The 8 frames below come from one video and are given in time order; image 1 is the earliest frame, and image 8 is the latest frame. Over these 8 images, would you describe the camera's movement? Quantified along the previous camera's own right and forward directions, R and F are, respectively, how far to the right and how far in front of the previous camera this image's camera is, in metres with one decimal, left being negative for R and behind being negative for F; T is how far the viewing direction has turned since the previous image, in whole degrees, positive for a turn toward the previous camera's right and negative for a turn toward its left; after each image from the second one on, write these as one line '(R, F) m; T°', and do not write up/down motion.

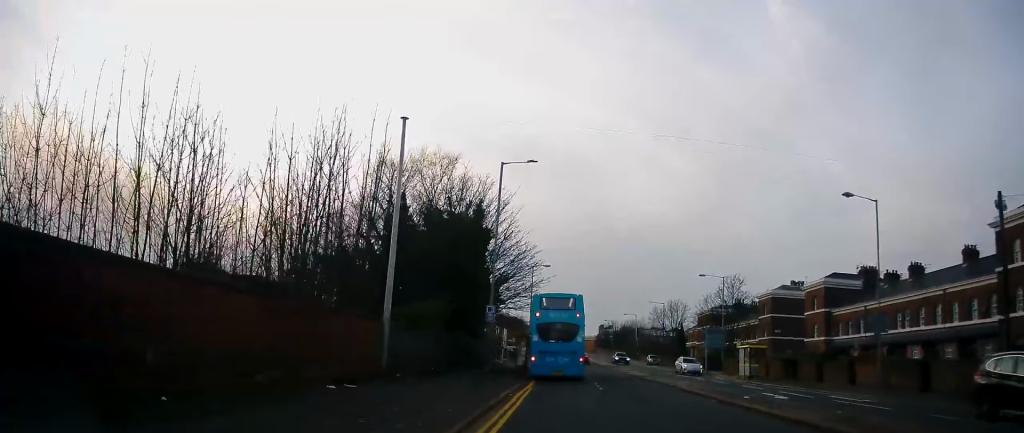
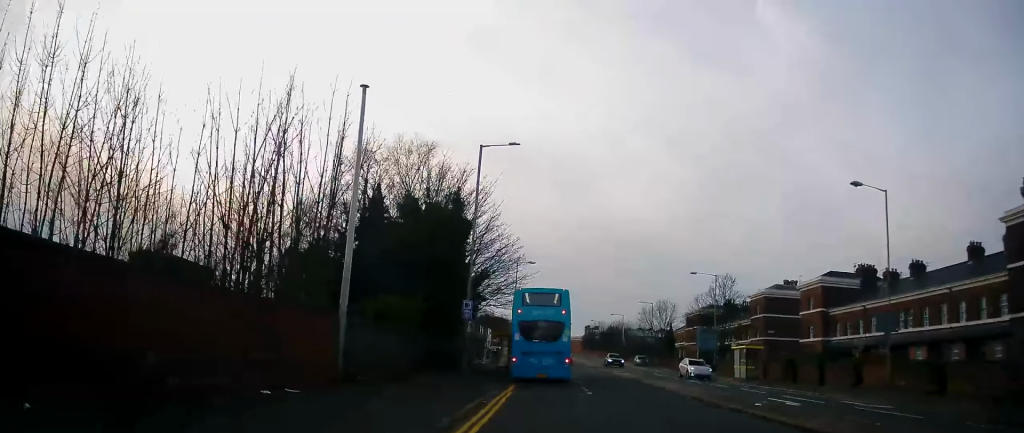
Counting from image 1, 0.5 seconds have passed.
(-0.3, +2.5) m; 0°
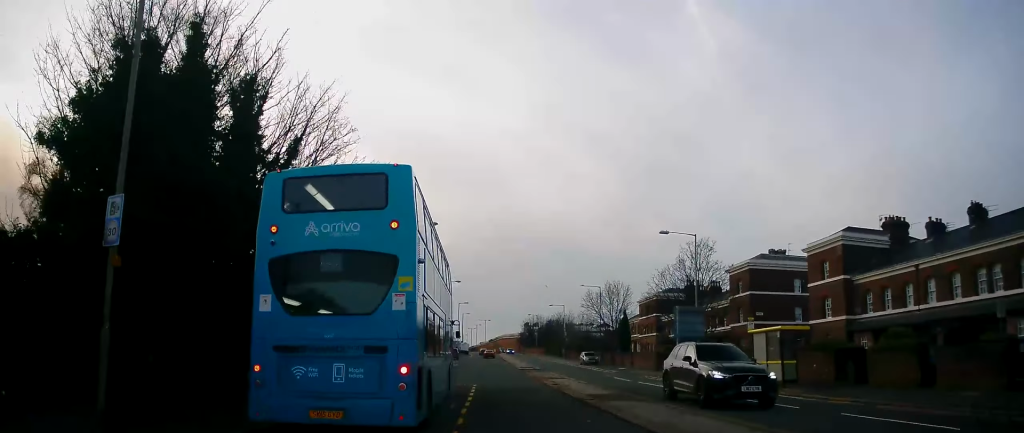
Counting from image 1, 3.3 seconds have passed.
(+1.1, +16.5) m; +6°
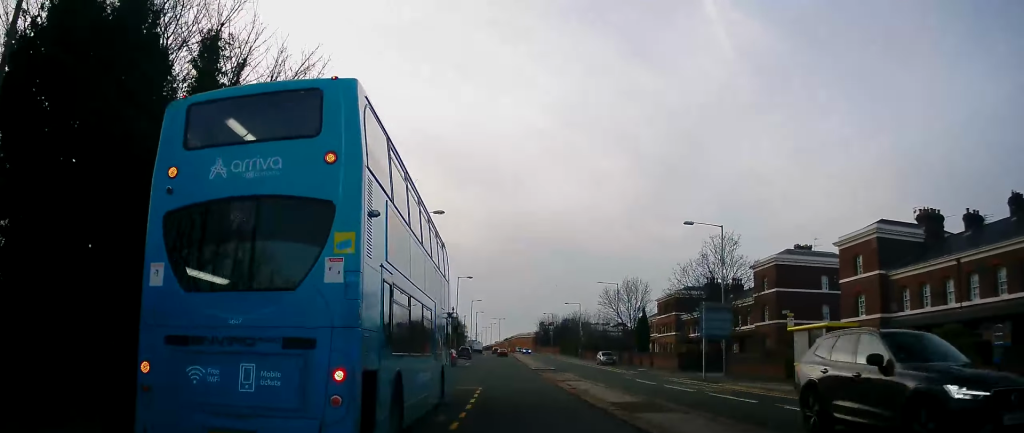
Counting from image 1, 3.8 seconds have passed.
(+0.3, +3.0) m; -2°
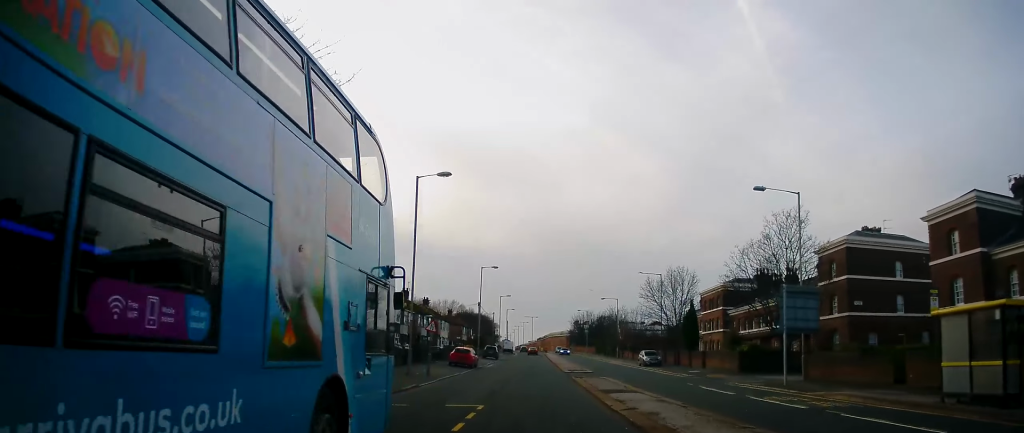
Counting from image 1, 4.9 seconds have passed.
(-0.6, +8.1) m; -4°
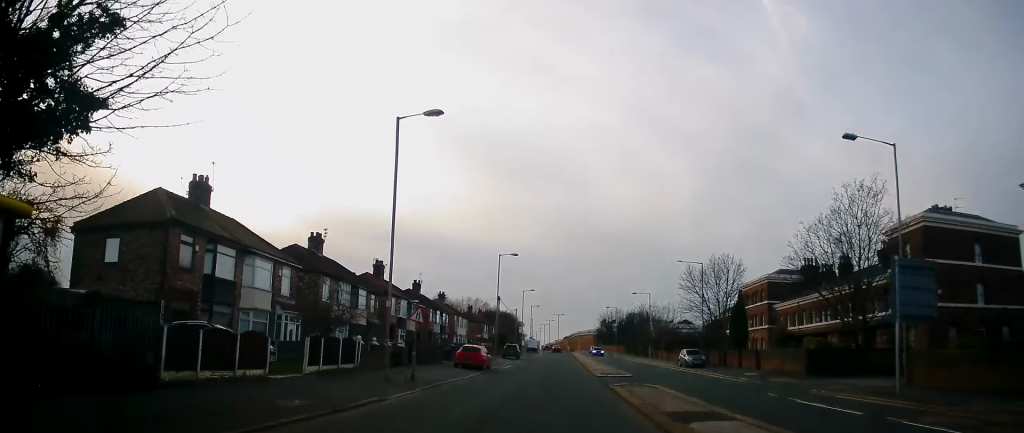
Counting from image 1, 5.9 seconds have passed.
(+0.2, +7.9) m; 0°
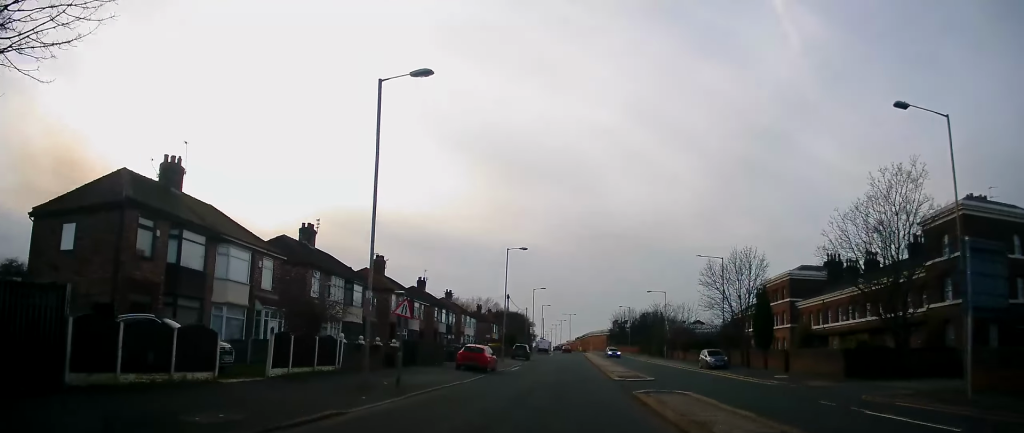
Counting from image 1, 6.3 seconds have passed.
(0.0, +3.5) m; 0°
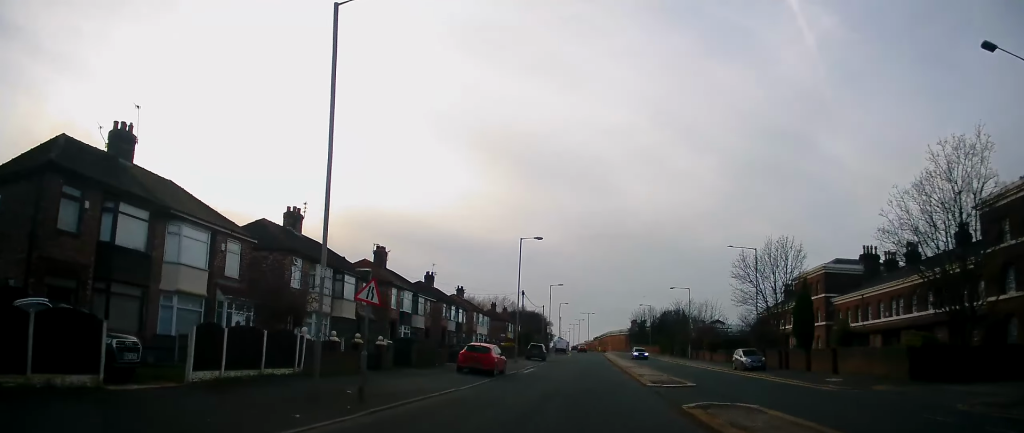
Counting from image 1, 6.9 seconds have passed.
(-0.3, +4.9) m; -2°
